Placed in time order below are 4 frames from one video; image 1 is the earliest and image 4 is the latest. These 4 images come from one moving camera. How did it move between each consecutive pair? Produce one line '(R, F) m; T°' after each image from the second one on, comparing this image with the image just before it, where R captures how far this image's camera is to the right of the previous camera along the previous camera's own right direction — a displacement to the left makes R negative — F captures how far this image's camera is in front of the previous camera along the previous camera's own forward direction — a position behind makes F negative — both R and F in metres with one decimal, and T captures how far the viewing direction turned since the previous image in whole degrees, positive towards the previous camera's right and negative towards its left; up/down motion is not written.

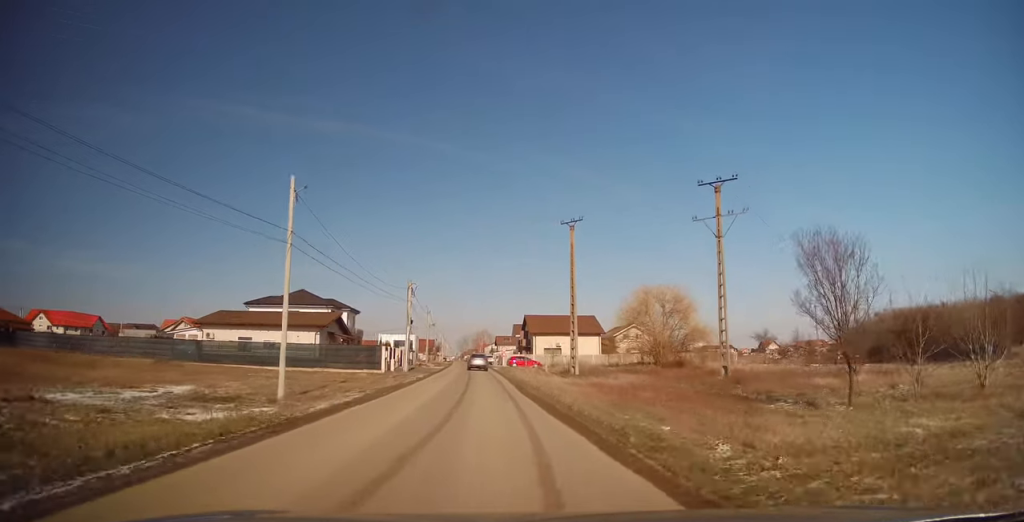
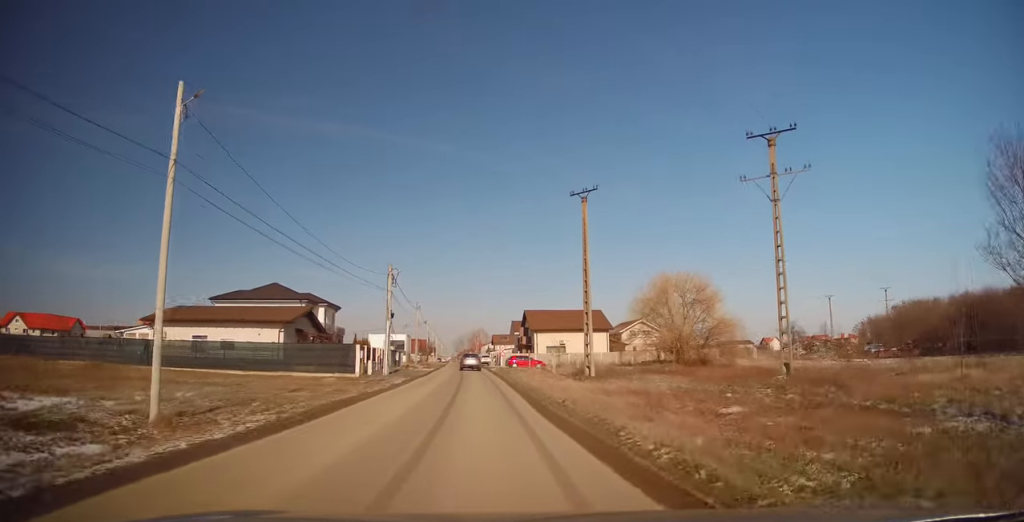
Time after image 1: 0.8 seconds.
(0.0, +7.8) m; 0°
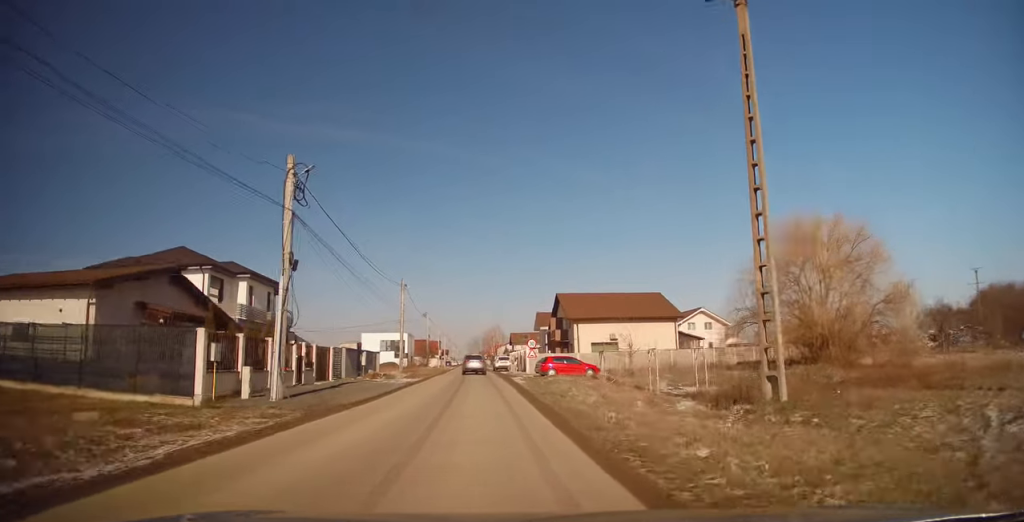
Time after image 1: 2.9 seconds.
(-0.8, +22.4) m; -3°
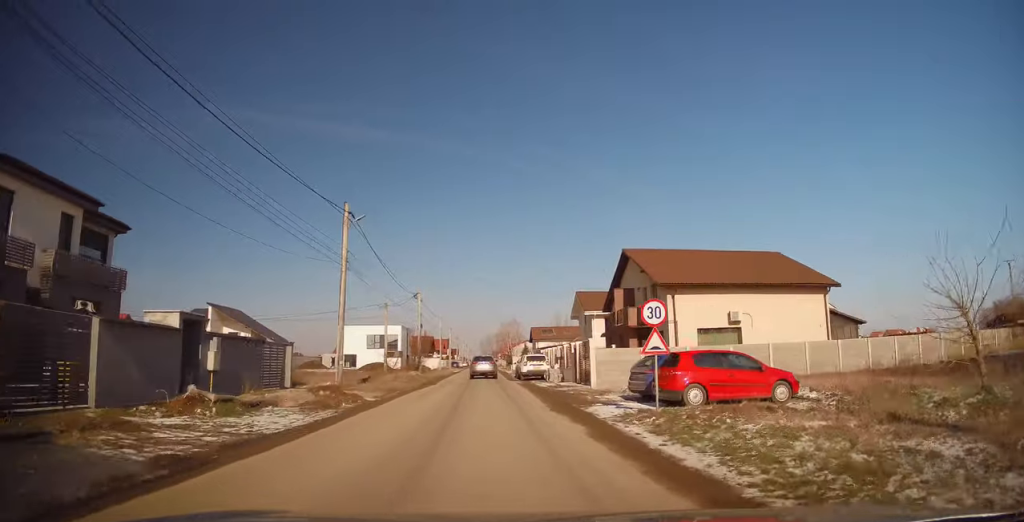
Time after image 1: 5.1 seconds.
(0.0, +23.2) m; -2°
